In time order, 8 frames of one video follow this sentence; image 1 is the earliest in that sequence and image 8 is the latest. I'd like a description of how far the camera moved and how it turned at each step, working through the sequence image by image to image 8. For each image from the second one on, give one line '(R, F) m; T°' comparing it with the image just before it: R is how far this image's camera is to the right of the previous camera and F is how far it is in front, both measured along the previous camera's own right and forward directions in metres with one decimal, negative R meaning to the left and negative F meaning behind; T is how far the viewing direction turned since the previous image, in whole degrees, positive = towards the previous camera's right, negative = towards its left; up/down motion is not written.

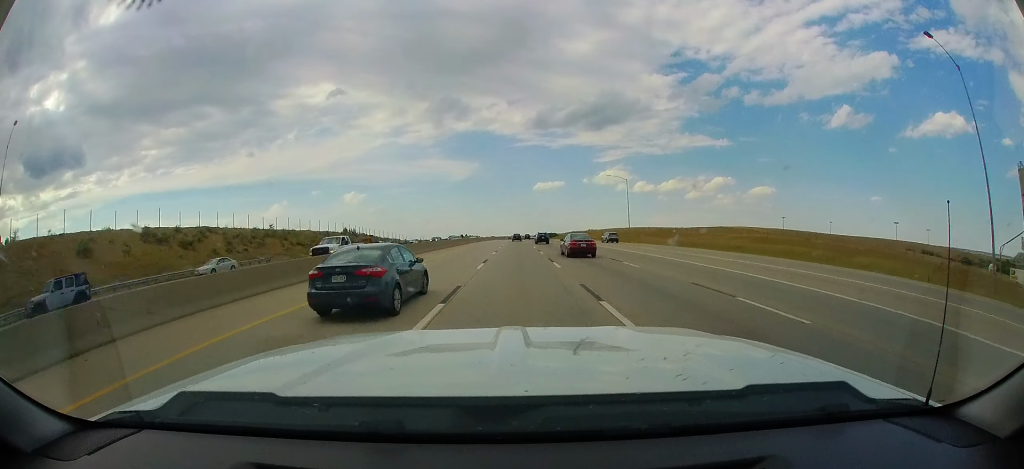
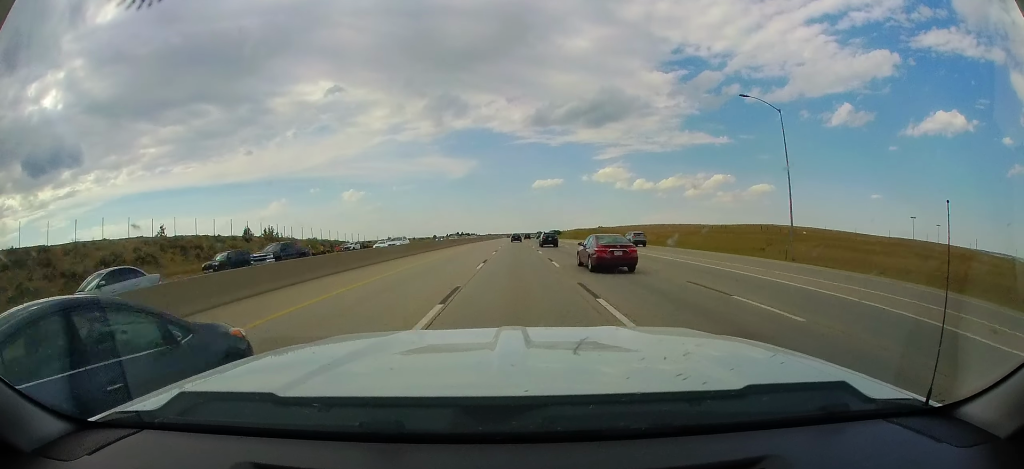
(+0.3, +48.6) m; +1°
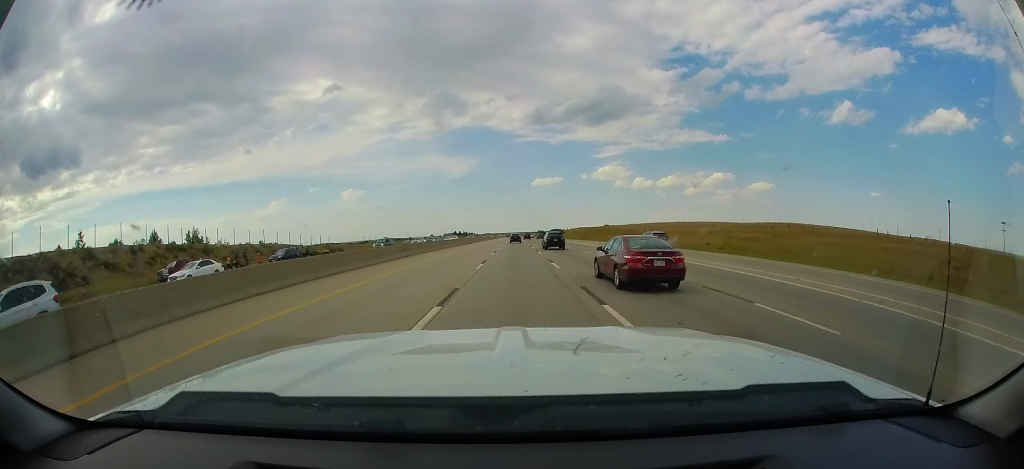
(0.0, +24.9) m; 0°
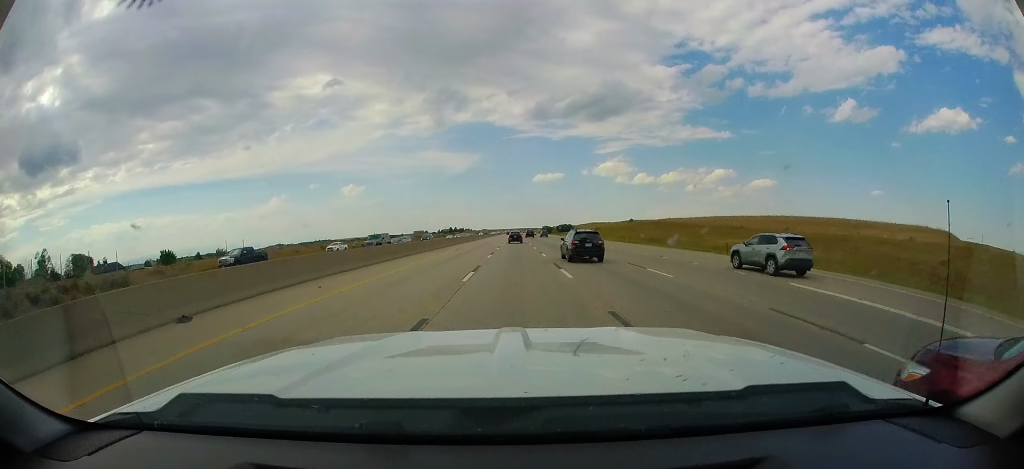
(-0.3, +65.5) m; -1°
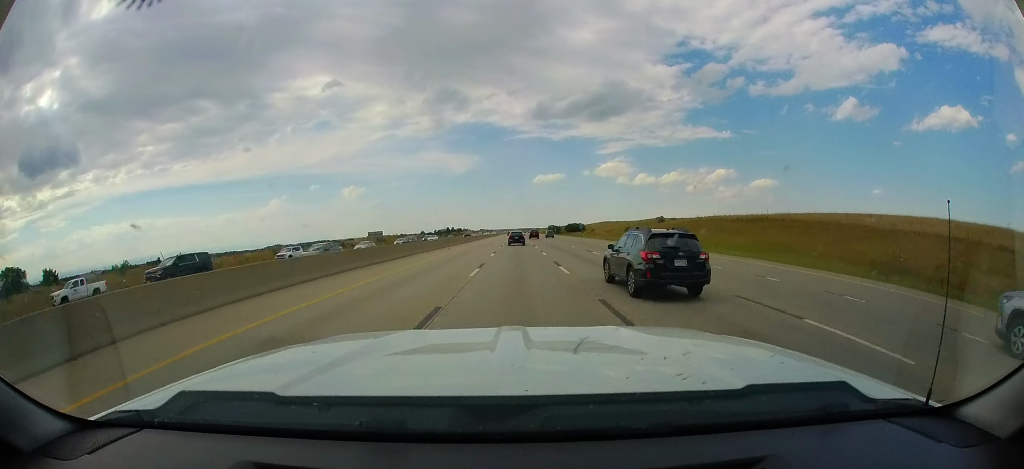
(-0.4, +47.5) m; -1°
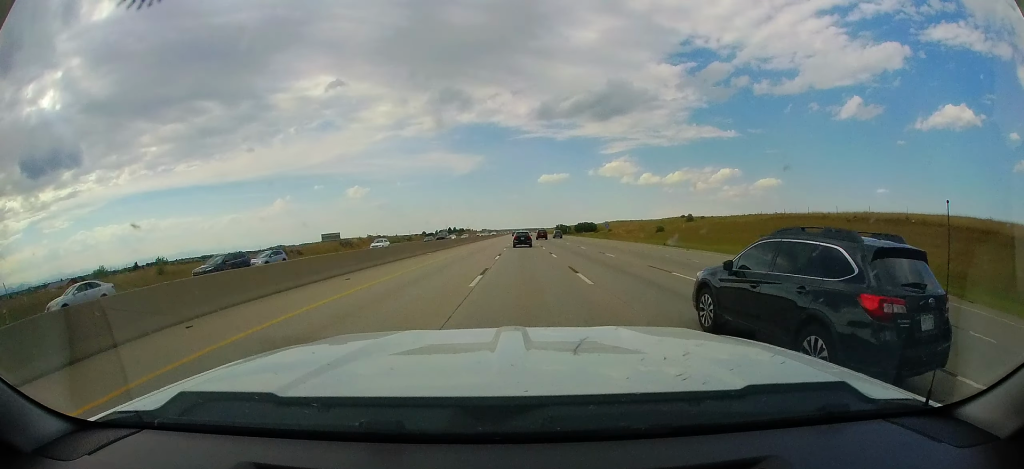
(0.0, +27.1) m; 0°
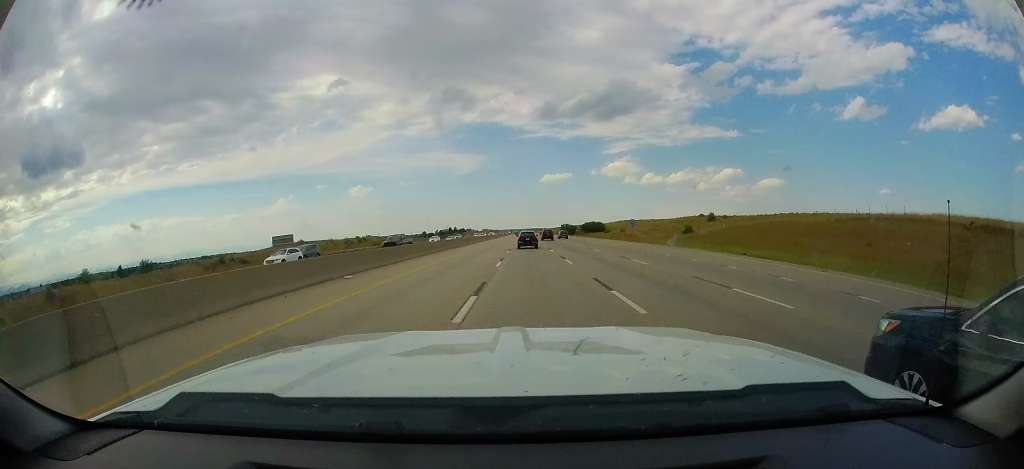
(0.0, +17.1) m; 0°
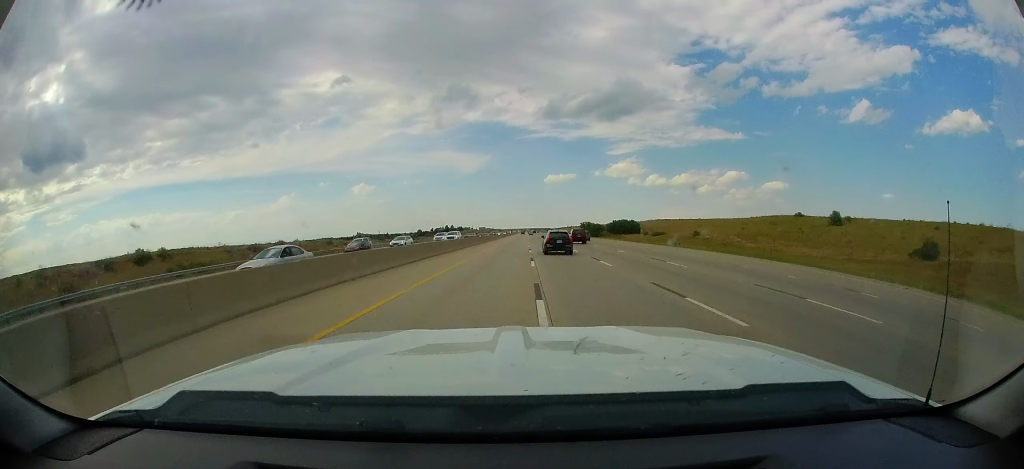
(0.0, +61.9) m; 0°
